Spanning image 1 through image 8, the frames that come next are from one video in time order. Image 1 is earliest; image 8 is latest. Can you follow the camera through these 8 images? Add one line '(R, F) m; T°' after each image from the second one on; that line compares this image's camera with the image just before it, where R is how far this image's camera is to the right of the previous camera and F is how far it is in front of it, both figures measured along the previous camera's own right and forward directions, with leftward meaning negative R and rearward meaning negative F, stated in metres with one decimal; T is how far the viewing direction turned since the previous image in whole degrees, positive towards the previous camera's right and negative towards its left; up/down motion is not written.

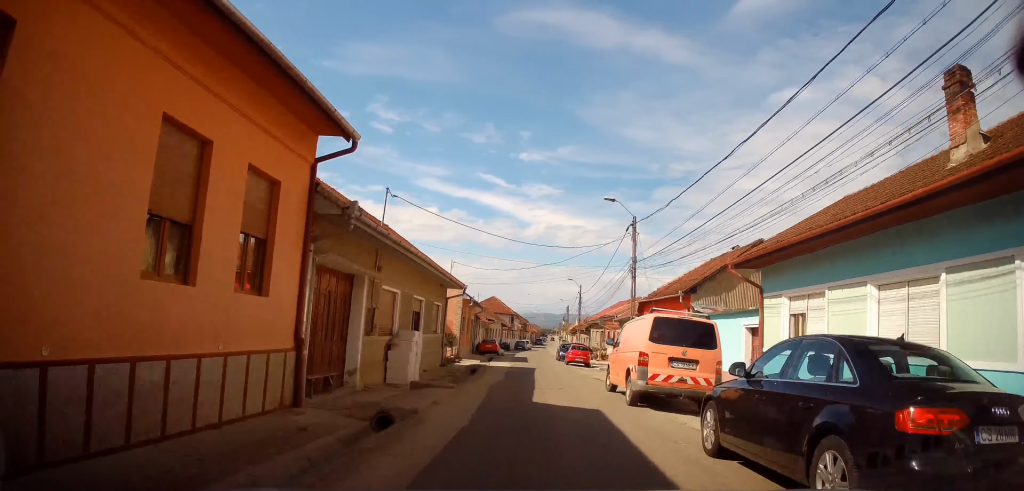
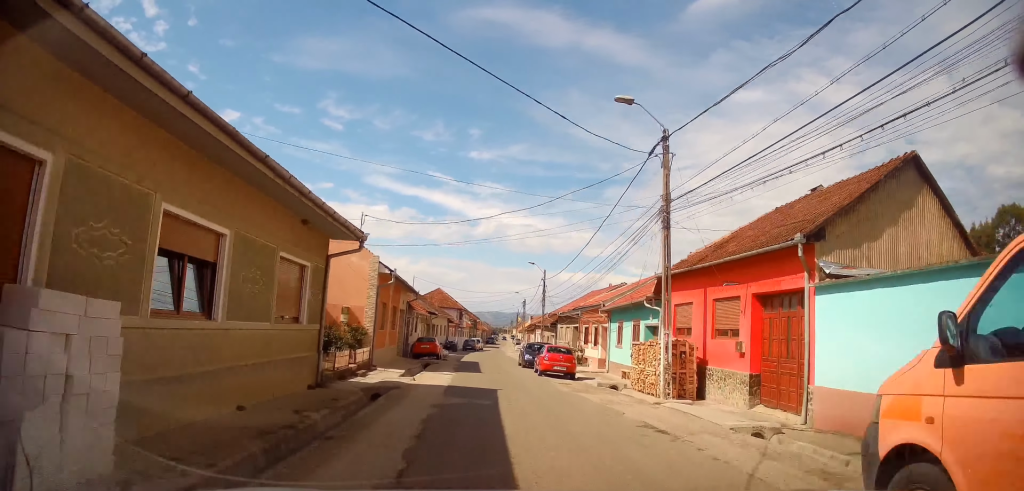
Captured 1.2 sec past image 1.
(+1.1, +12.3) m; +5°
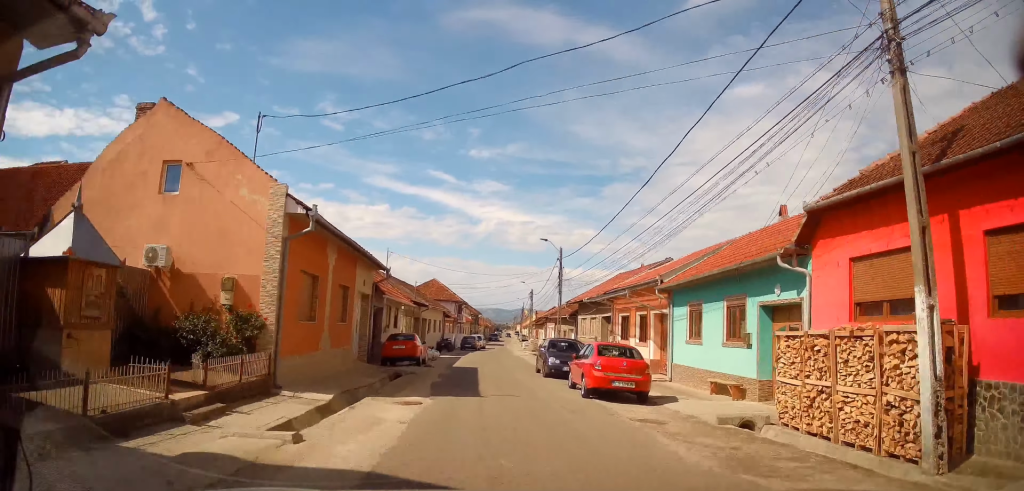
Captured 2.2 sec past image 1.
(+0.1, +10.1) m; +1°
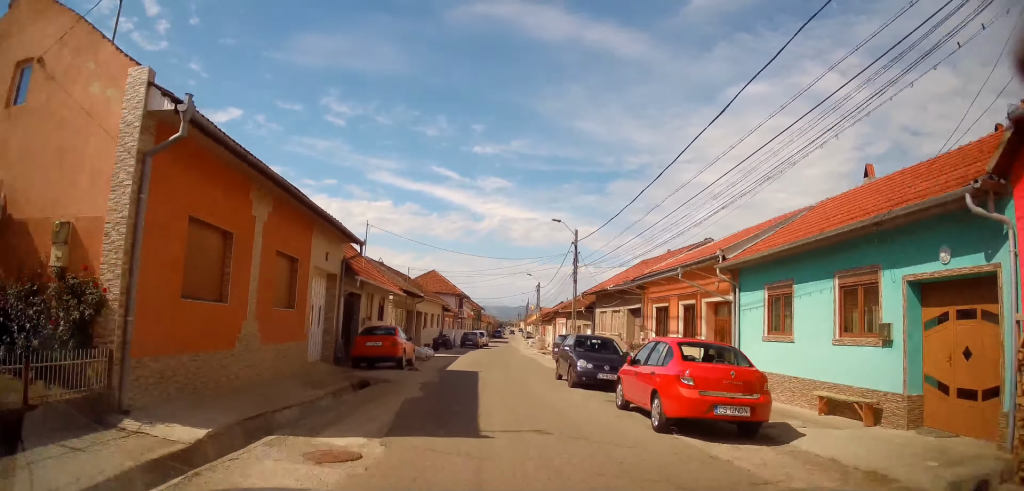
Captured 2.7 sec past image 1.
(+0.1, +5.4) m; 0°
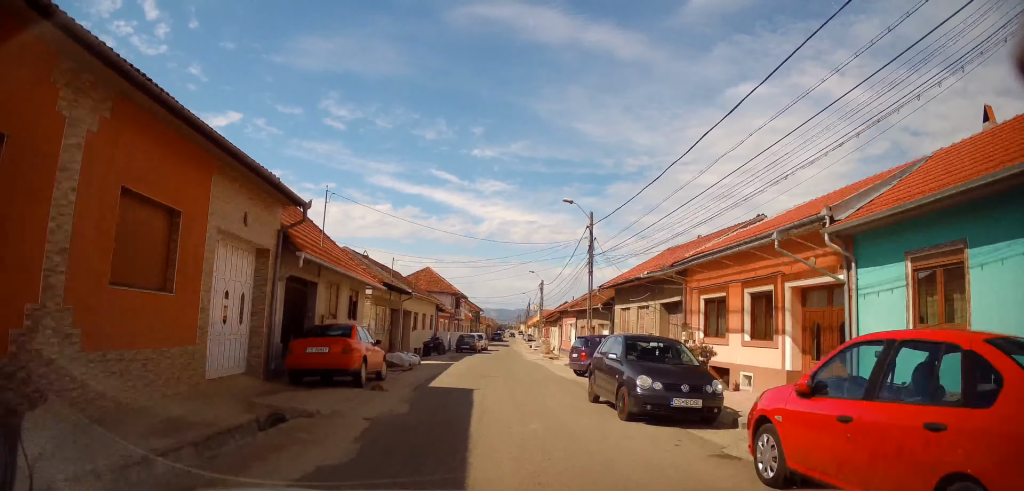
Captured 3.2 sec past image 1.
(0.0, +5.5) m; 0°
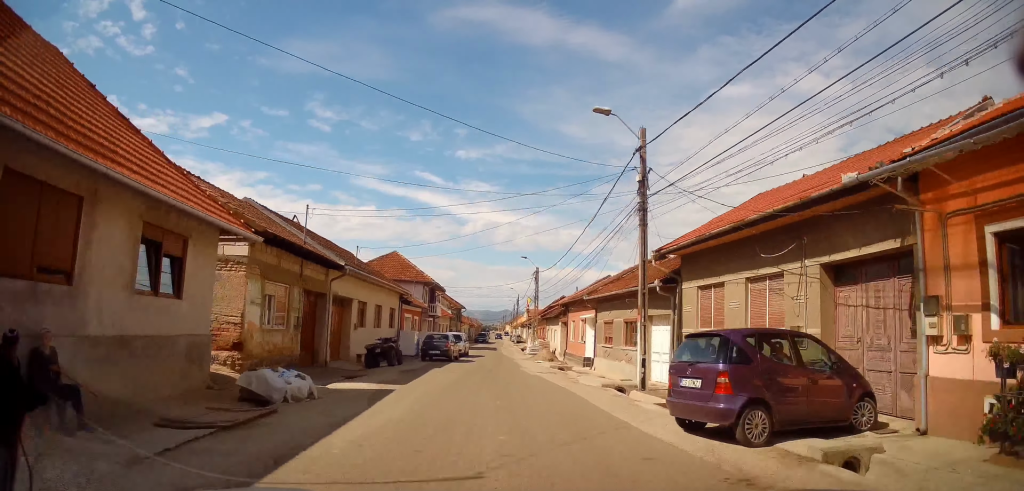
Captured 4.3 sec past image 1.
(0.0, +12.5) m; +1°
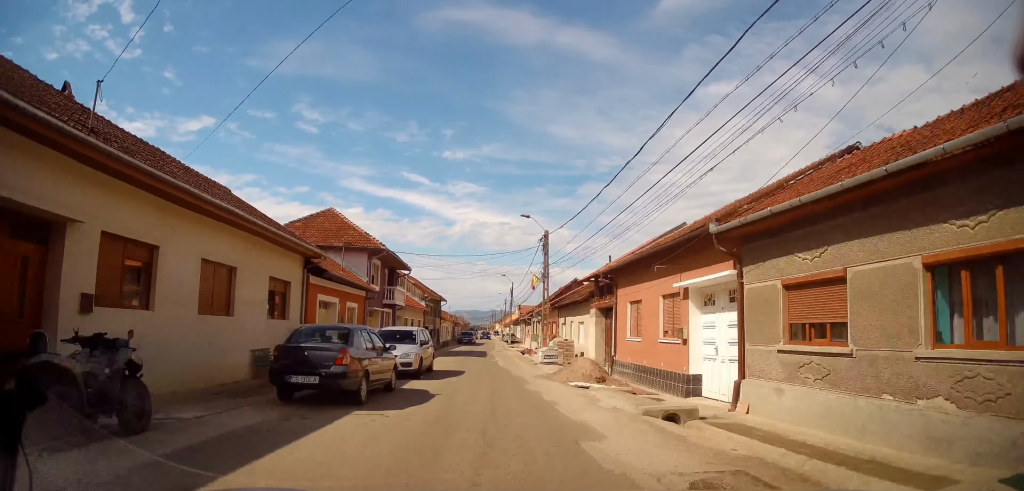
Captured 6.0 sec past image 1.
(+0.6, +17.6) m; +1°
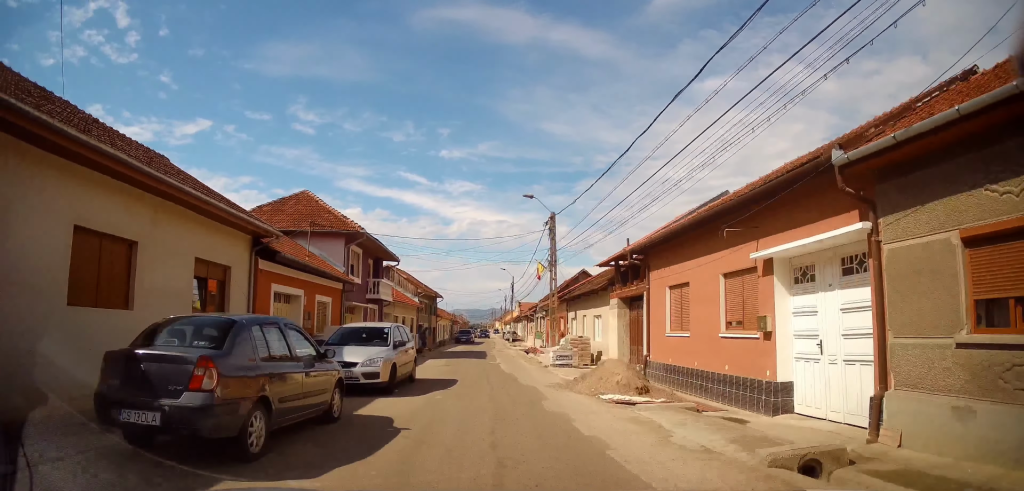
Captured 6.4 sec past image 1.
(-0.2, +4.8) m; -1°
